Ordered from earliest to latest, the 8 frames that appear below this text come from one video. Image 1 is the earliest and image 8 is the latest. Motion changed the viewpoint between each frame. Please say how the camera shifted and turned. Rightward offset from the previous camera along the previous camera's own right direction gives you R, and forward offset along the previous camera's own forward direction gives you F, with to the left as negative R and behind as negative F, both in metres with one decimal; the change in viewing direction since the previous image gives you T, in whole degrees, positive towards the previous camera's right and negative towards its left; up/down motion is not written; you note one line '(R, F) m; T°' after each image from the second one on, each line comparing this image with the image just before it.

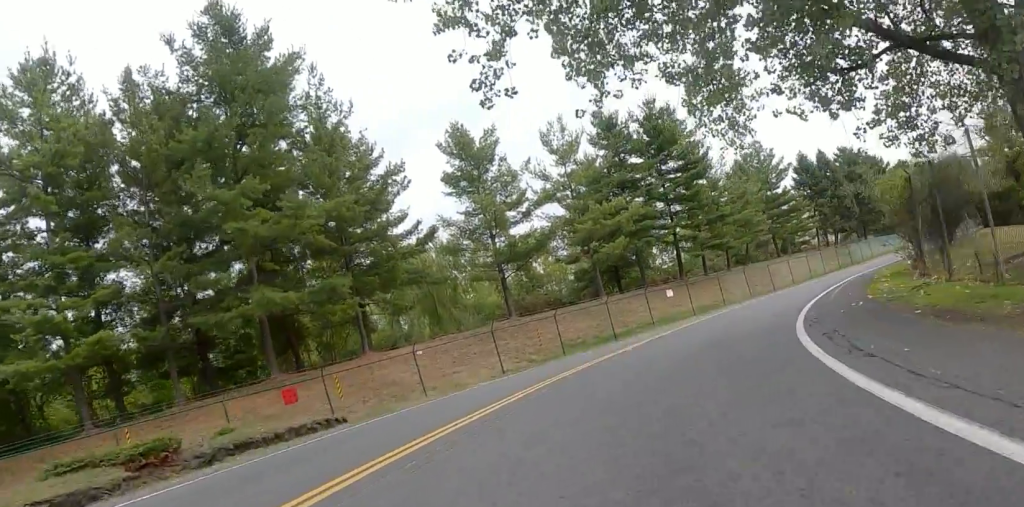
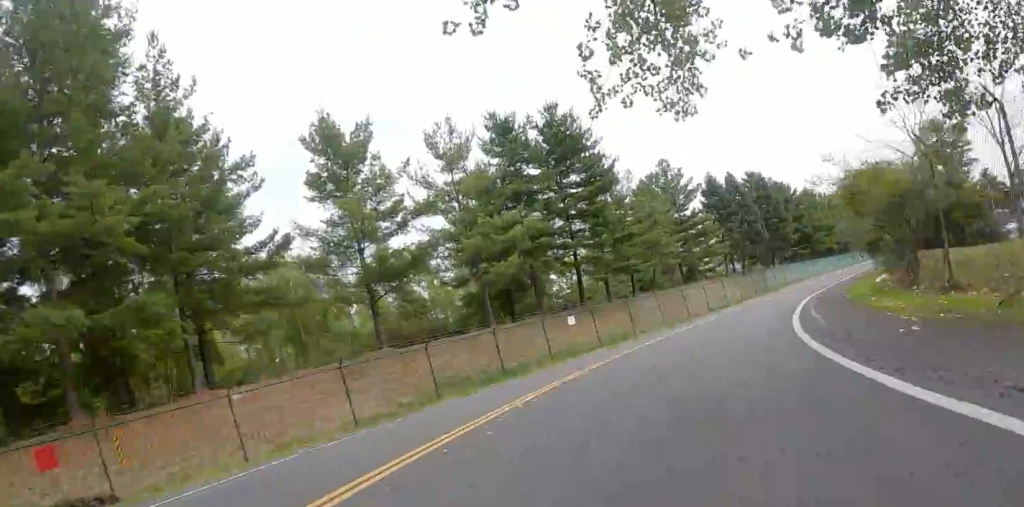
(-0.1, +4.7) m; +8°
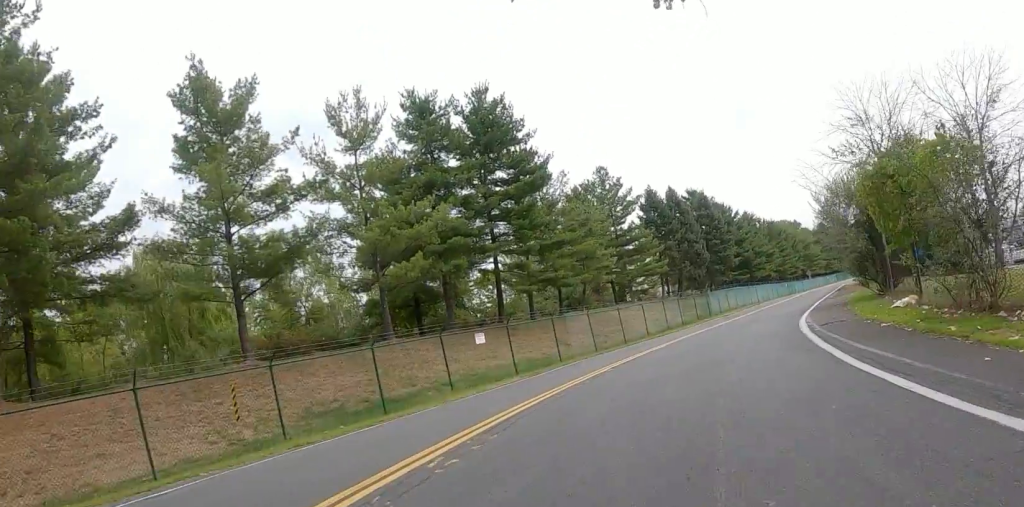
(+0.6, +4.7) m; +14°
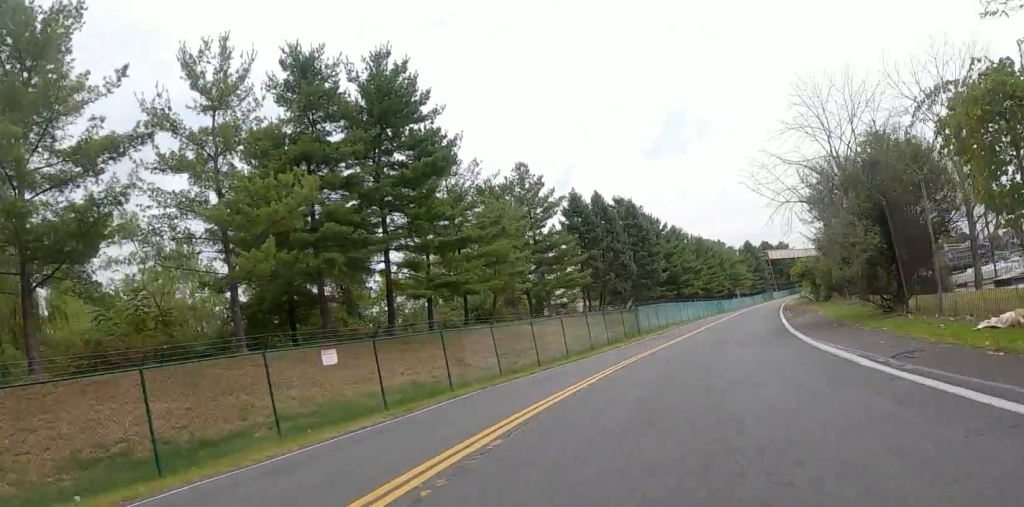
(+0.7, +5.1) m; +13°
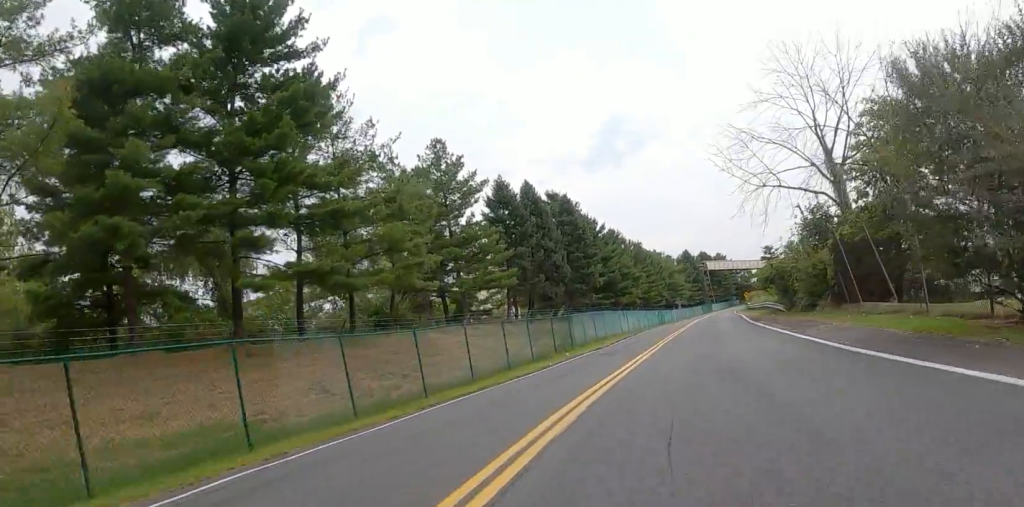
(+1.1, +6.9) m; +9°
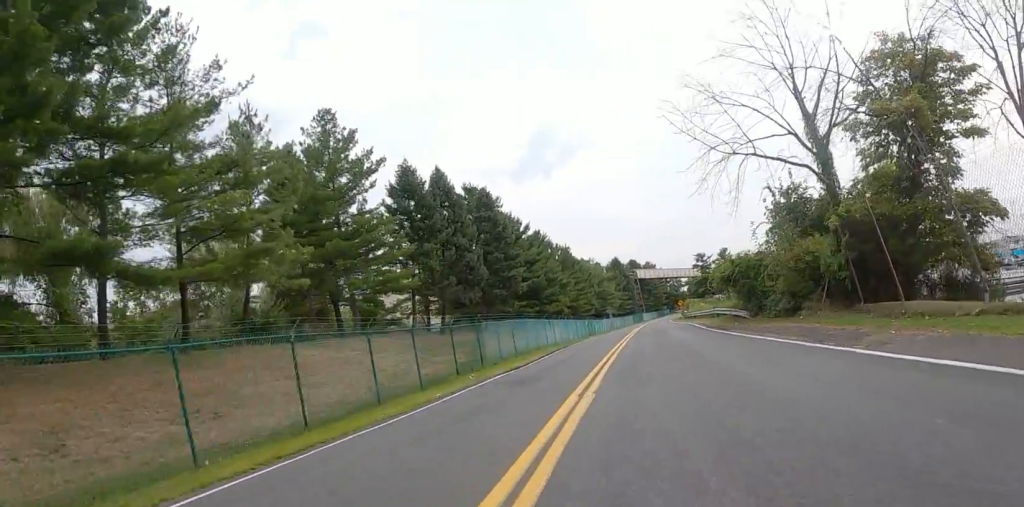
(0.0, +6.5) m; +1°
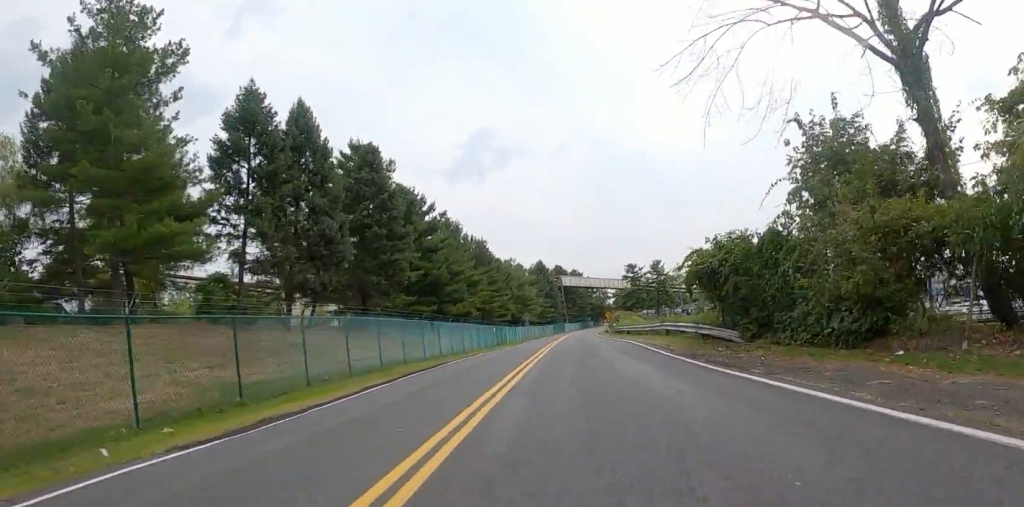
(+0.3, +11.2) m; +7°
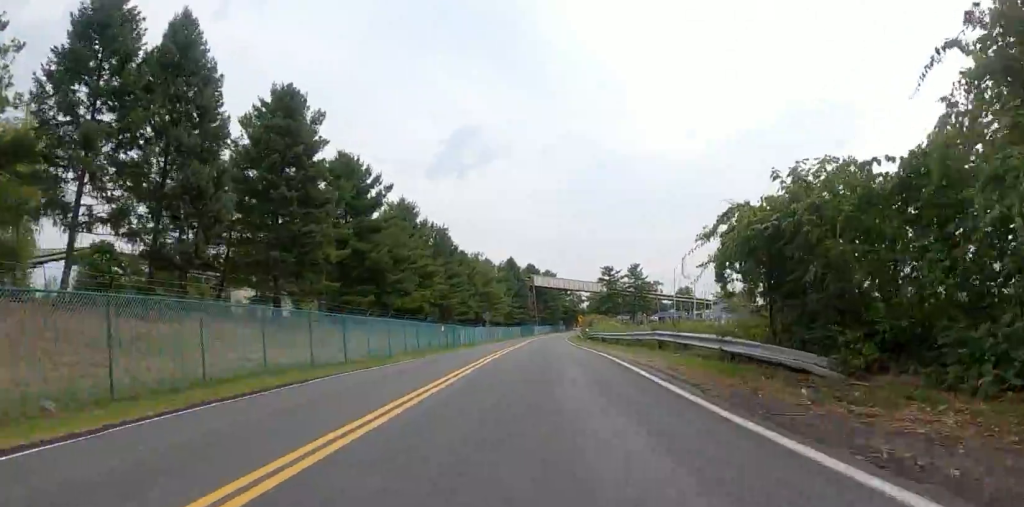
(+0.6, +8.3) m; +6°
